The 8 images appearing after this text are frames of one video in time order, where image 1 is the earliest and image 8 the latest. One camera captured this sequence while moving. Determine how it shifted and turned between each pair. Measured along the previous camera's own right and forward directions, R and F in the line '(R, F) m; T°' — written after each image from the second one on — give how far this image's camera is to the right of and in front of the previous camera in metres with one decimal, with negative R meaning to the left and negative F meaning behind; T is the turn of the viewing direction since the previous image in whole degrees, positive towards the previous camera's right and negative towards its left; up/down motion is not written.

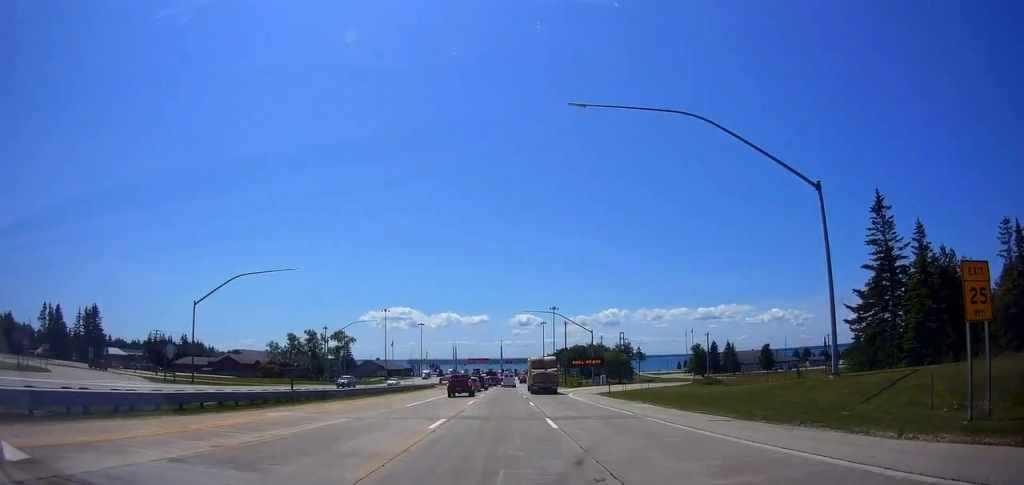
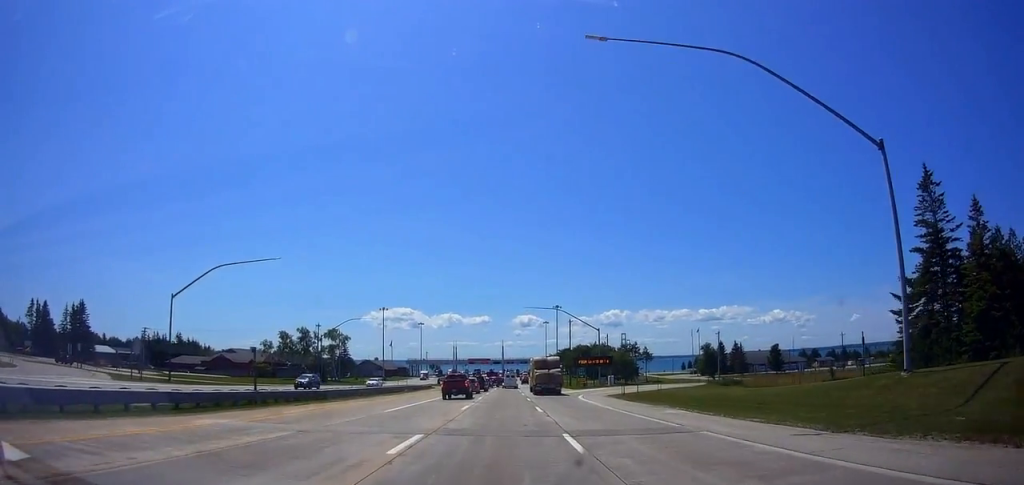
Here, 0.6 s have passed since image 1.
(0.0, +6.6) m; 0°
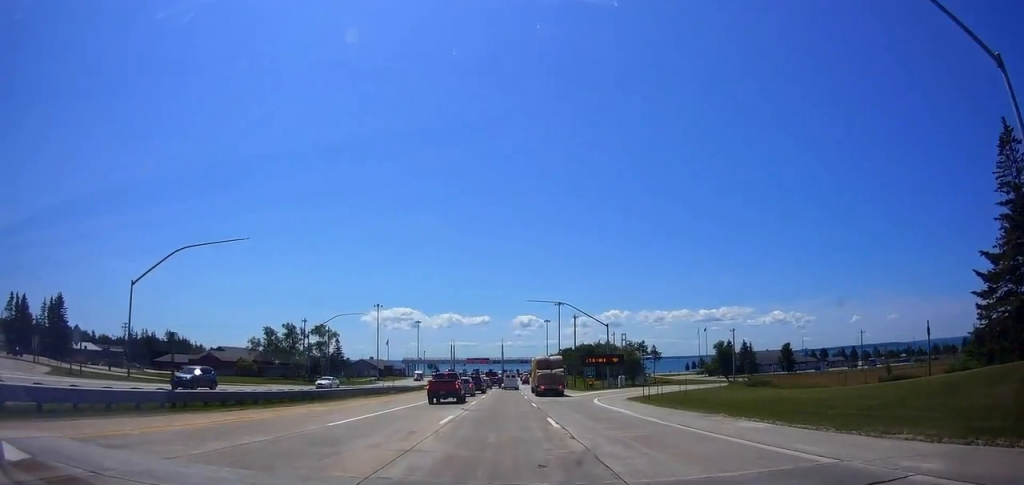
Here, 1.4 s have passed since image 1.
(-0.2, +8.9) m; -1°
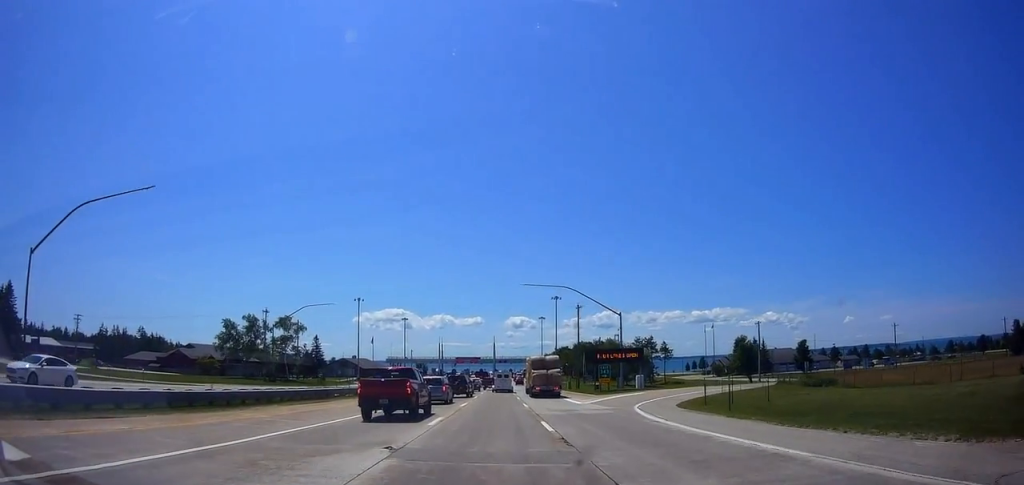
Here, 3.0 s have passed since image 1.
(0.0, +16.5) m; 0°
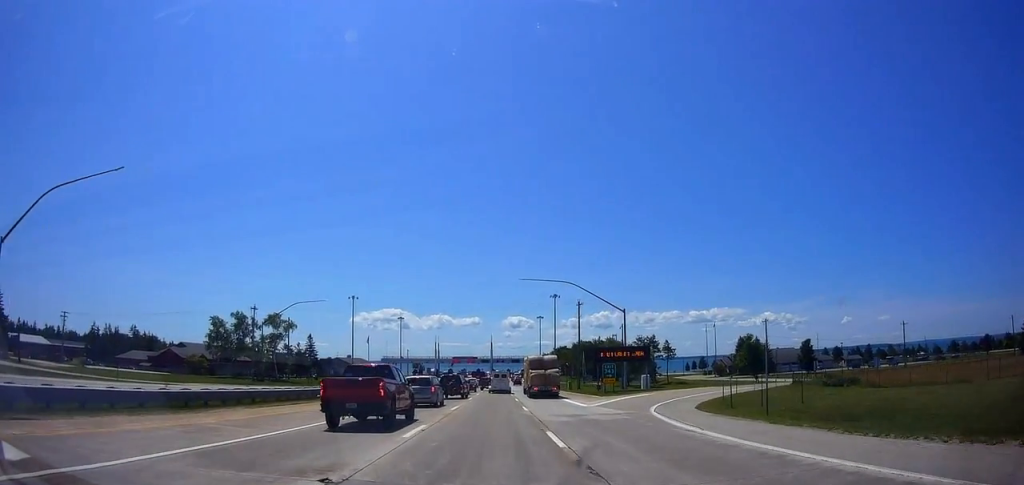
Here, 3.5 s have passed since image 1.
(0.0, +4.3) m; 0°
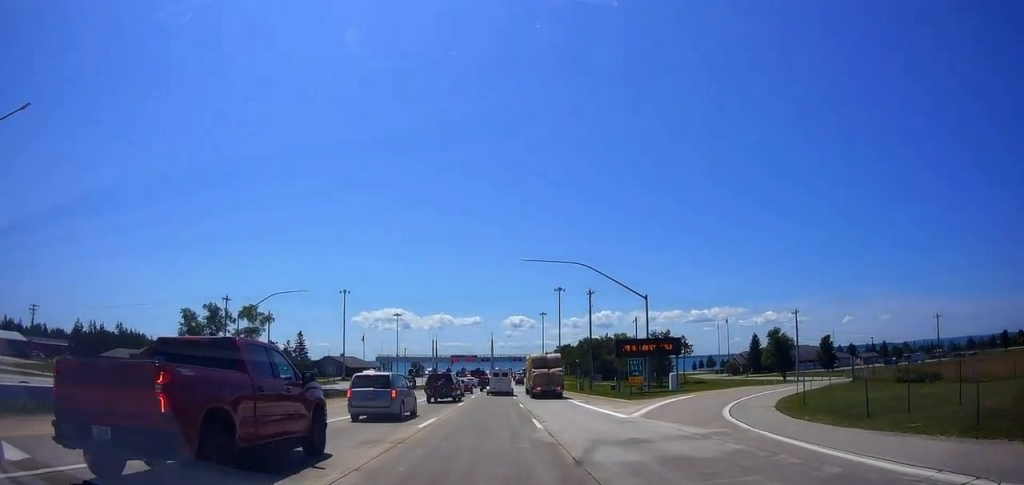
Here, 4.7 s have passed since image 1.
(0.0, +11.5) m; 0°
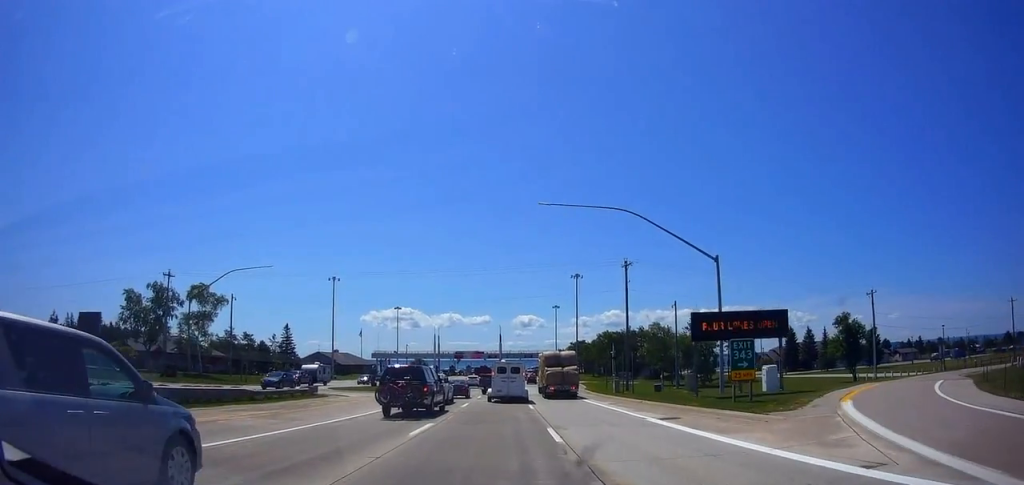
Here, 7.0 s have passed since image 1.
(+0.5, +19.8) m; +3°
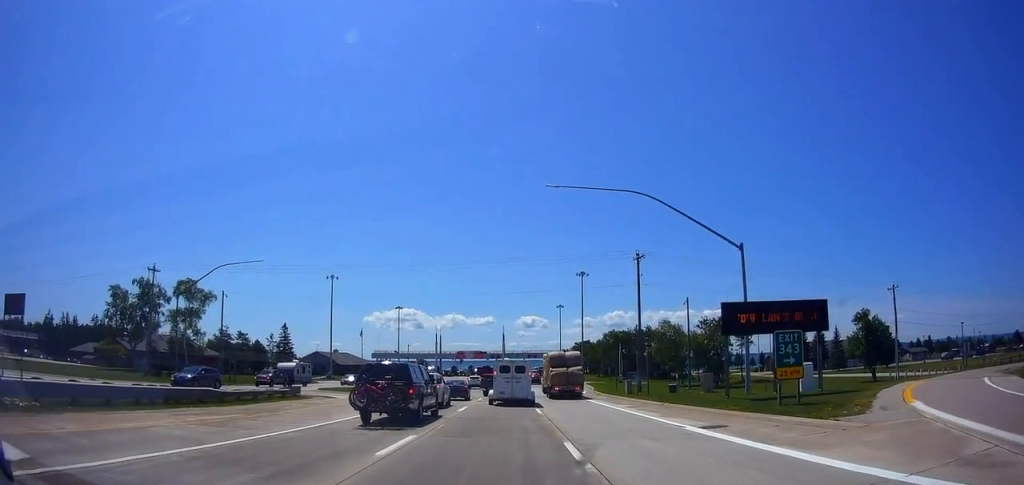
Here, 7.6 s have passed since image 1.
(+0.1, +4.7) m; -1°
